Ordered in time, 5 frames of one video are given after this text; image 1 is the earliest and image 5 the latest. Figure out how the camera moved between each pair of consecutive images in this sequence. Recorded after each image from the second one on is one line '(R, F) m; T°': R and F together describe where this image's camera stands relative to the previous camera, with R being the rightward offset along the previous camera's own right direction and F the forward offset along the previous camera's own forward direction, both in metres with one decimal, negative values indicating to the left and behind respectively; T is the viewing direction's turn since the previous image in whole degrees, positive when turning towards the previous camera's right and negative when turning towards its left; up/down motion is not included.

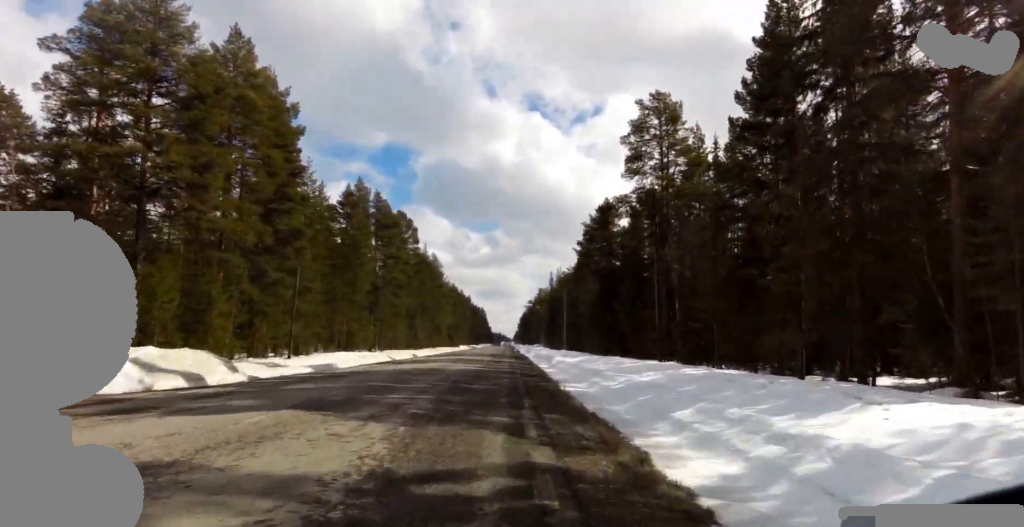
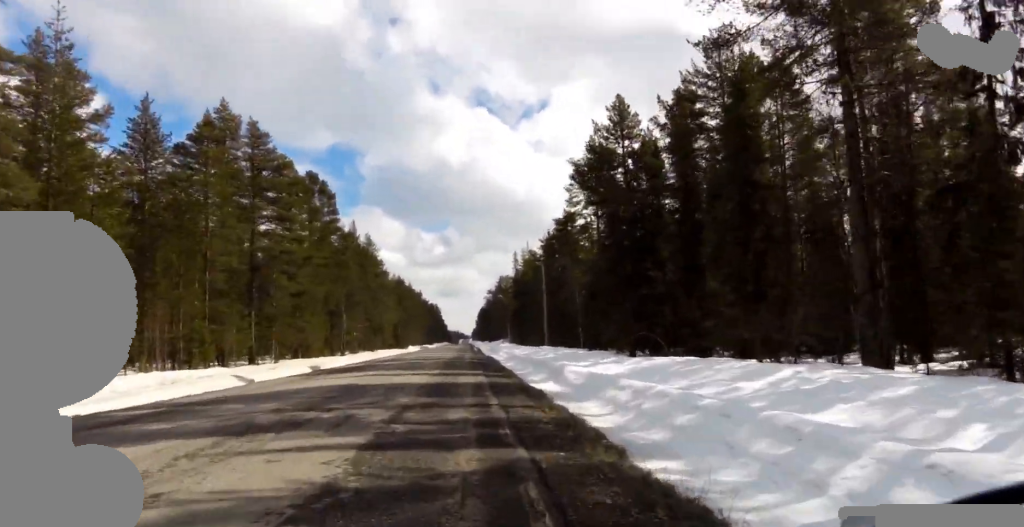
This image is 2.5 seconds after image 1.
(-0.3, +21.3) m; 0°
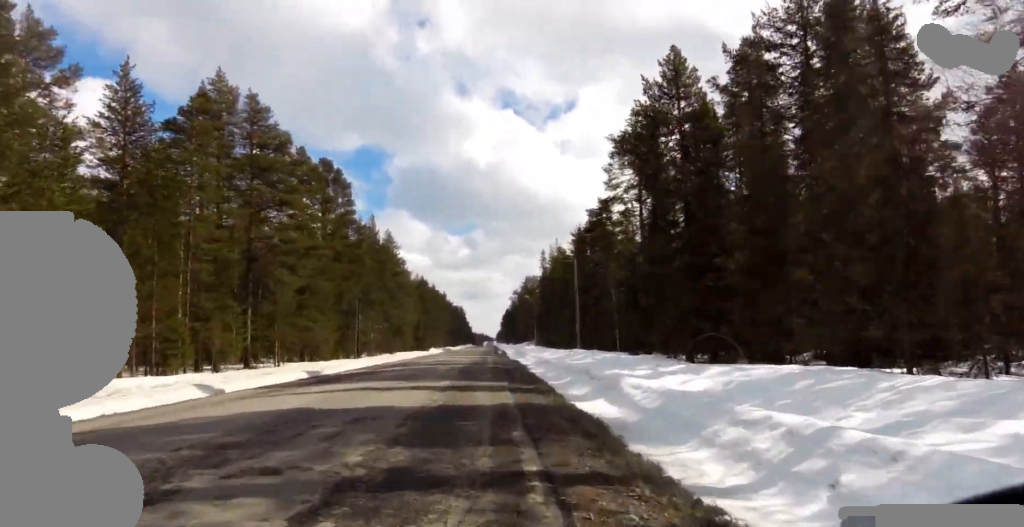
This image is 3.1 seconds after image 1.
(+0.1, +5.1) m; 0°
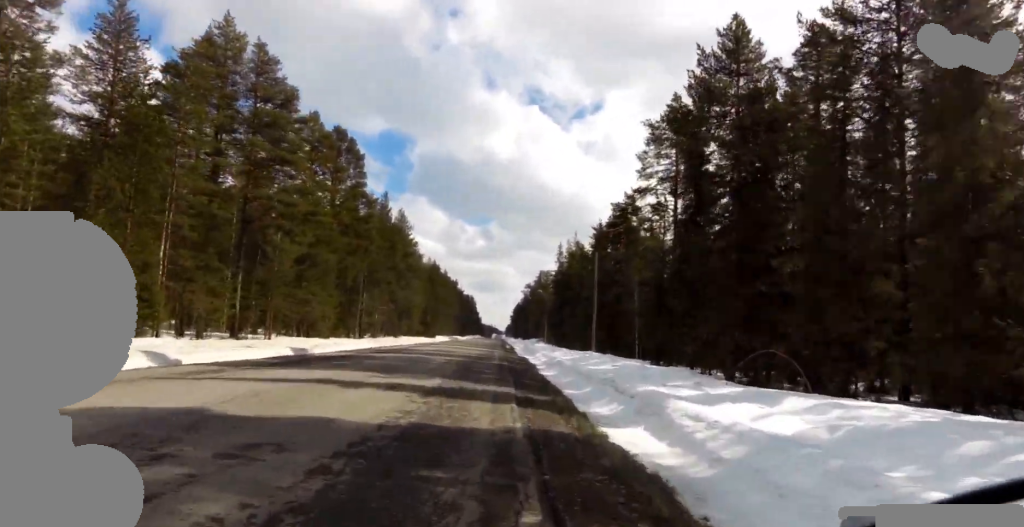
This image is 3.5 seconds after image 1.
(+0.1, +3.4) m; 0°
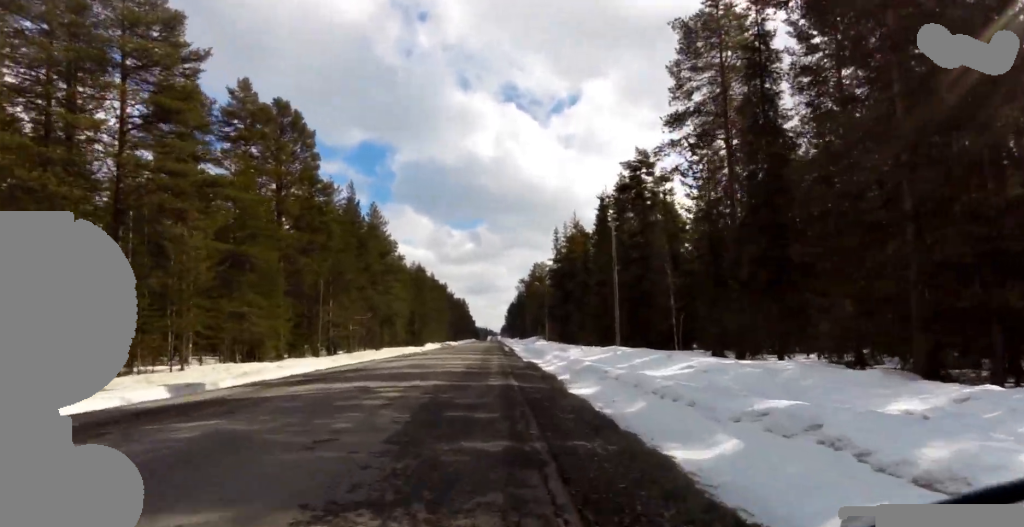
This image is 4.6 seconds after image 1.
(-0.2, +9.4) m; -1°
